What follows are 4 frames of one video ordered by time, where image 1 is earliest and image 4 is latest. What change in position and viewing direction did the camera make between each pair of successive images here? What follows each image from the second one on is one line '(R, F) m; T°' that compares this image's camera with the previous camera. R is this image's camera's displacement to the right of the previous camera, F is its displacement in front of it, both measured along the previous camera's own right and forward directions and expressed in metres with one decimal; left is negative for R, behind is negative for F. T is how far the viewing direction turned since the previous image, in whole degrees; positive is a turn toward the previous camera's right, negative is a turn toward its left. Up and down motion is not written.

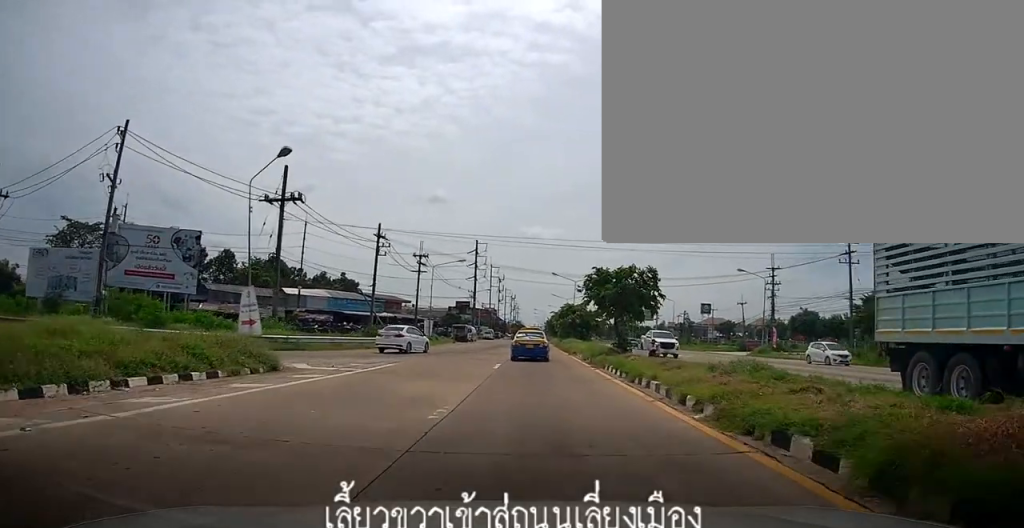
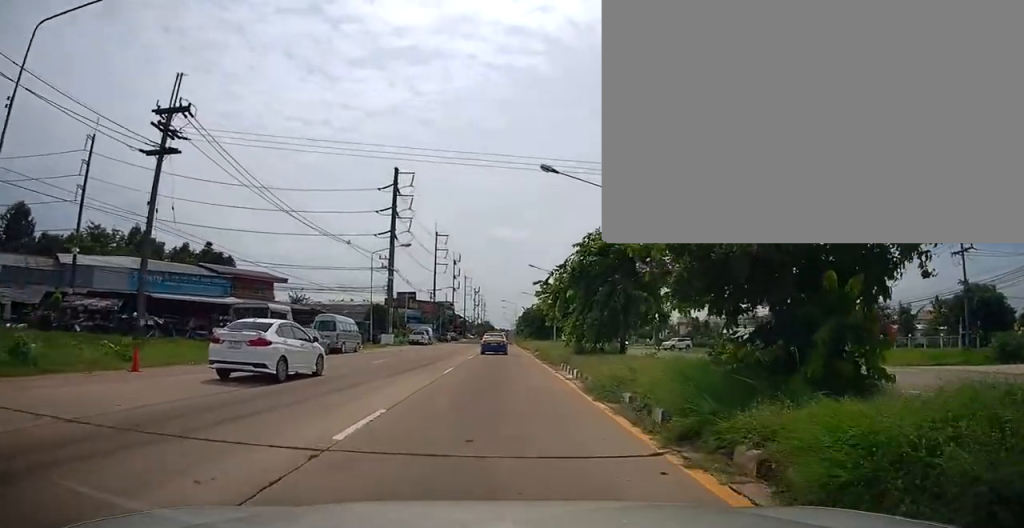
(+6.0, +48.6) m; +8°
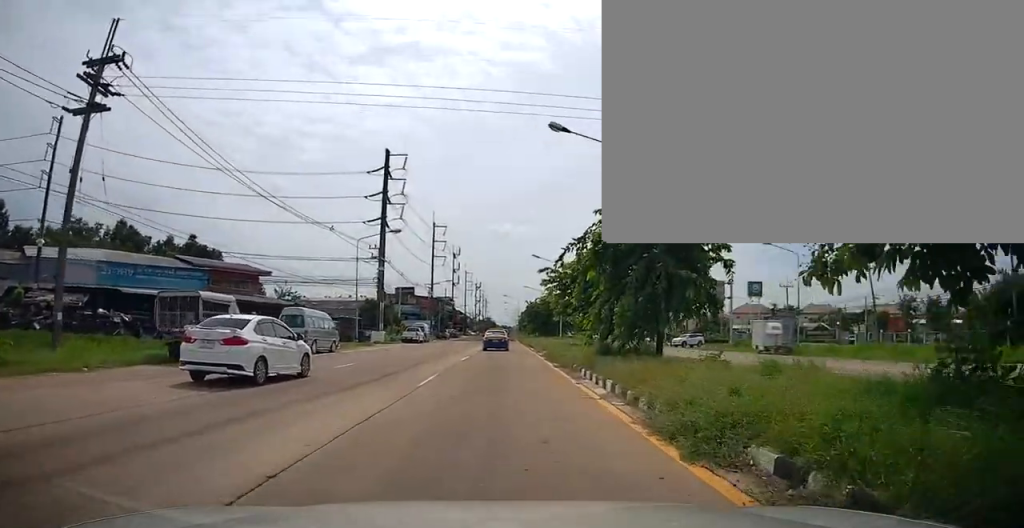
(-0.1, +5.4) m; 0°
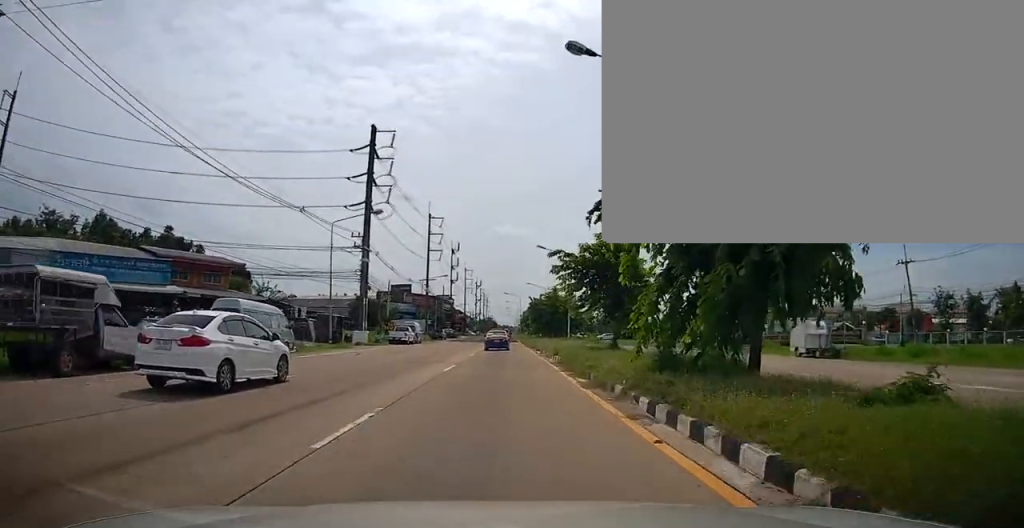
(0.0, +6.9) m; 0°
